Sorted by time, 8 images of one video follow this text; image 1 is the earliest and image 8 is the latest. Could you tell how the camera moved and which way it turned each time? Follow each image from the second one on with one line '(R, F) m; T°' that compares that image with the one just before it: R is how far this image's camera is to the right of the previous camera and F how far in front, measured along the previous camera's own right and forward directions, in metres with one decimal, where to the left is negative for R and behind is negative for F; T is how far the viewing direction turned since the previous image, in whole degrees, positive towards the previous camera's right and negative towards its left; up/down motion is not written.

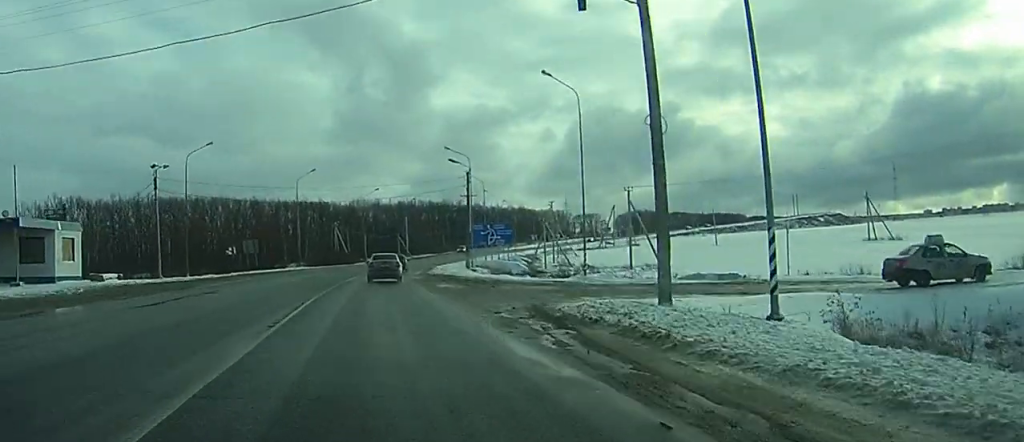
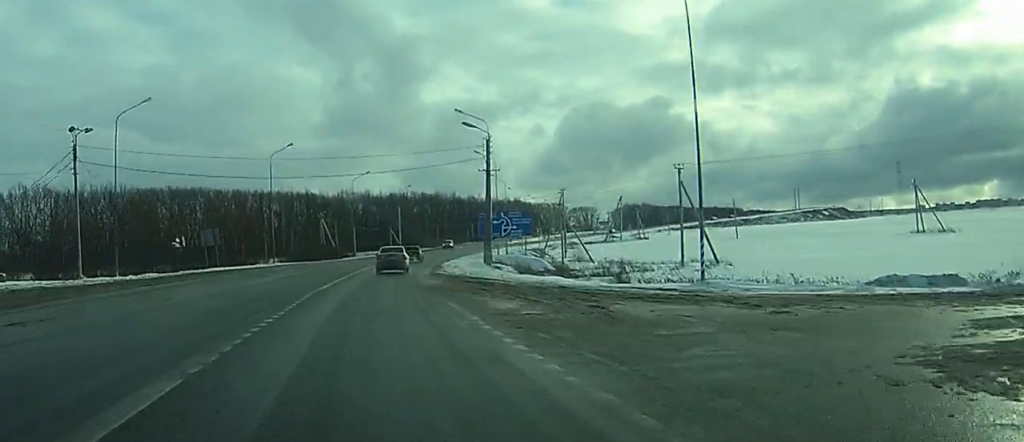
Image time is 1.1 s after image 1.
(+0.1, +18.4) m; 0°
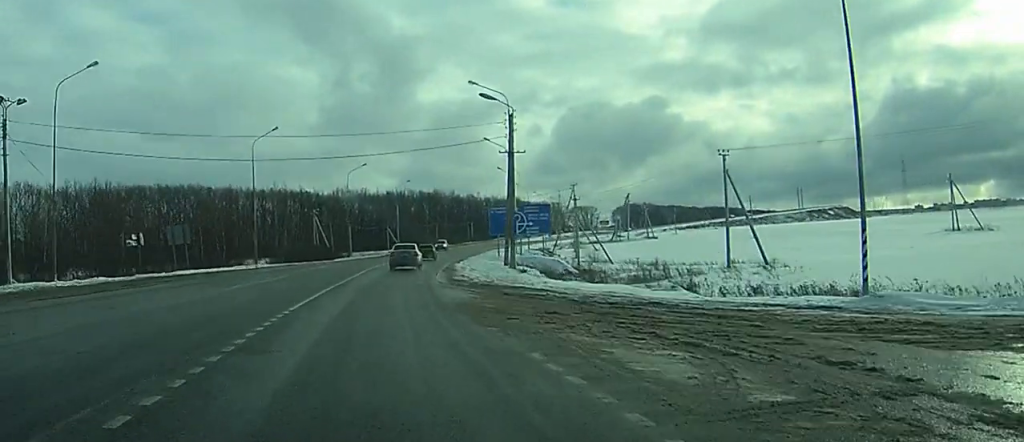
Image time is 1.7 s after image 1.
(0.0, +10.6) m; 0°
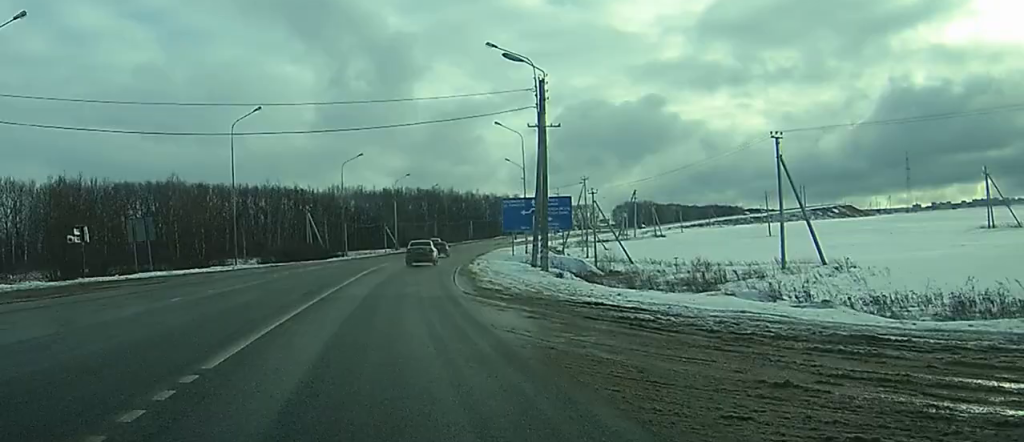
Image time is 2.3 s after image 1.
(0.0, +9.5) m; 0°
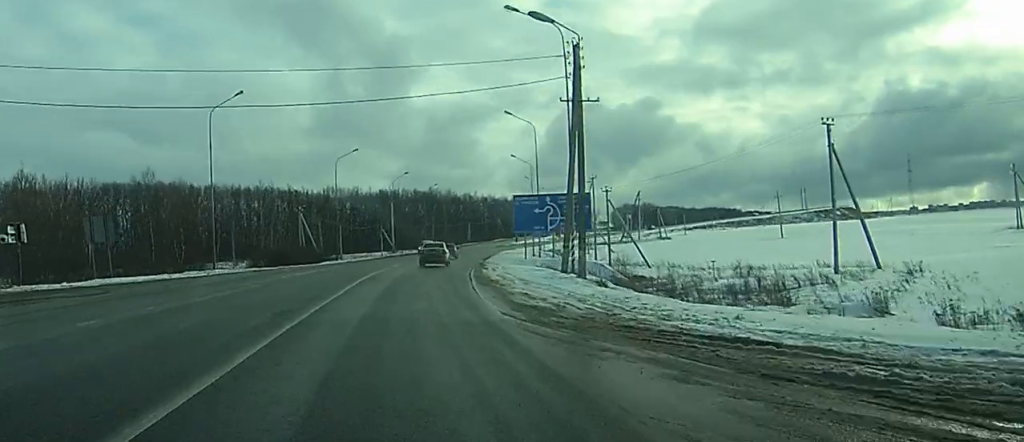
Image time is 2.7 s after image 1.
(0.0, +7.3) m; 0°
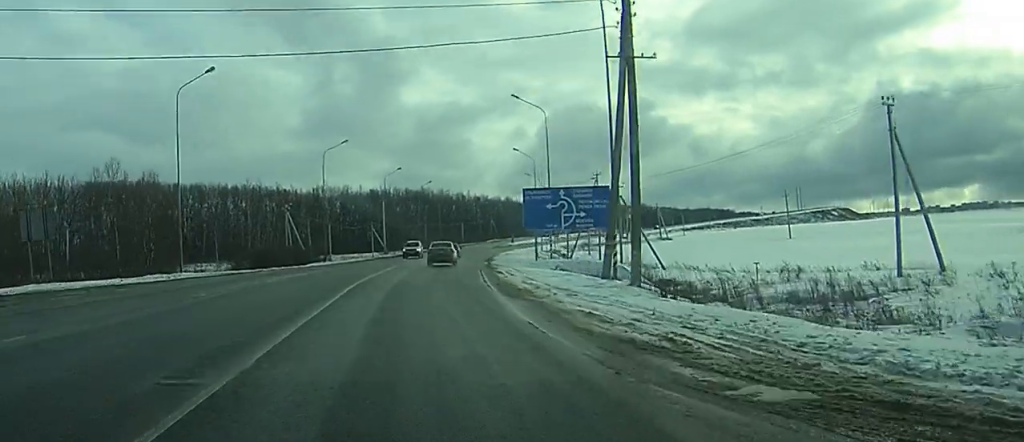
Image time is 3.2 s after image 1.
(0.0, +7.5) m; 0°
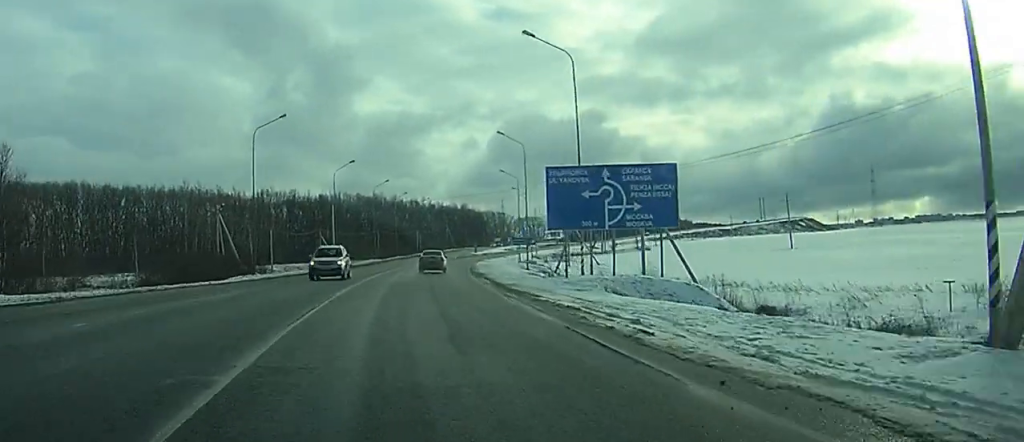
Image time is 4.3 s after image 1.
(+0.2, +20.5) m; +4°
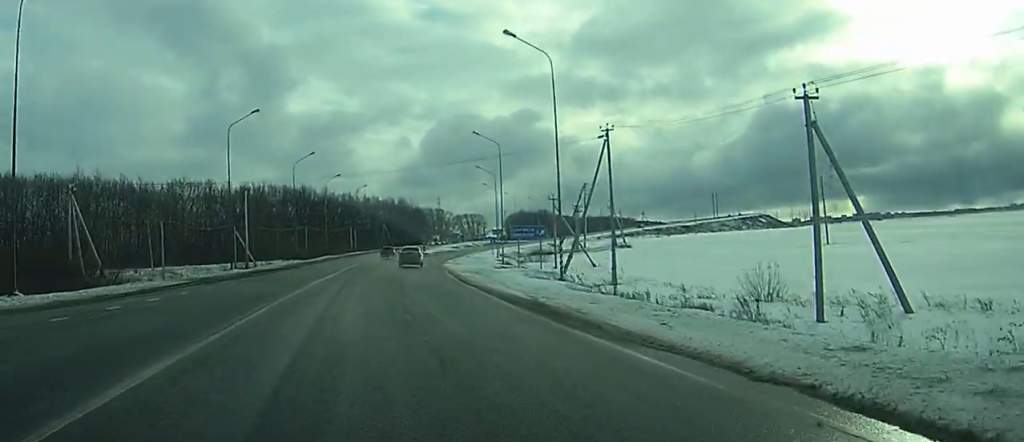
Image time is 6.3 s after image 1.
(+2.9, +35.0) m; +6°
